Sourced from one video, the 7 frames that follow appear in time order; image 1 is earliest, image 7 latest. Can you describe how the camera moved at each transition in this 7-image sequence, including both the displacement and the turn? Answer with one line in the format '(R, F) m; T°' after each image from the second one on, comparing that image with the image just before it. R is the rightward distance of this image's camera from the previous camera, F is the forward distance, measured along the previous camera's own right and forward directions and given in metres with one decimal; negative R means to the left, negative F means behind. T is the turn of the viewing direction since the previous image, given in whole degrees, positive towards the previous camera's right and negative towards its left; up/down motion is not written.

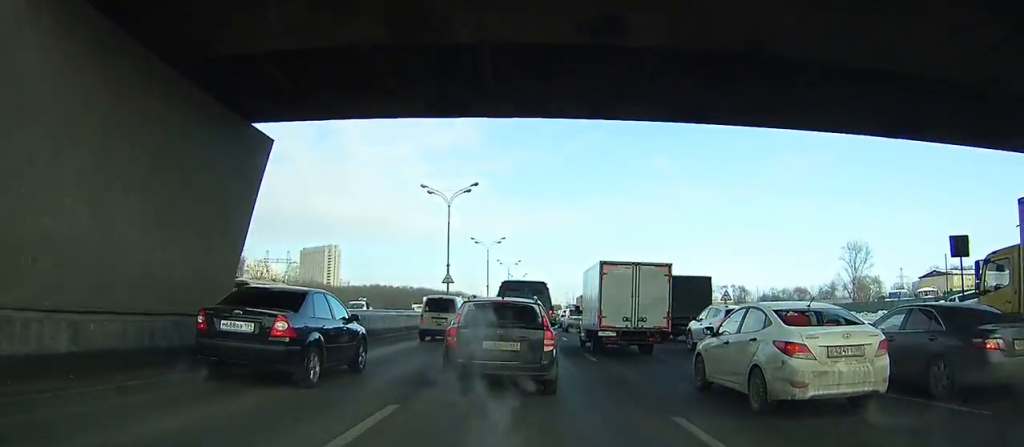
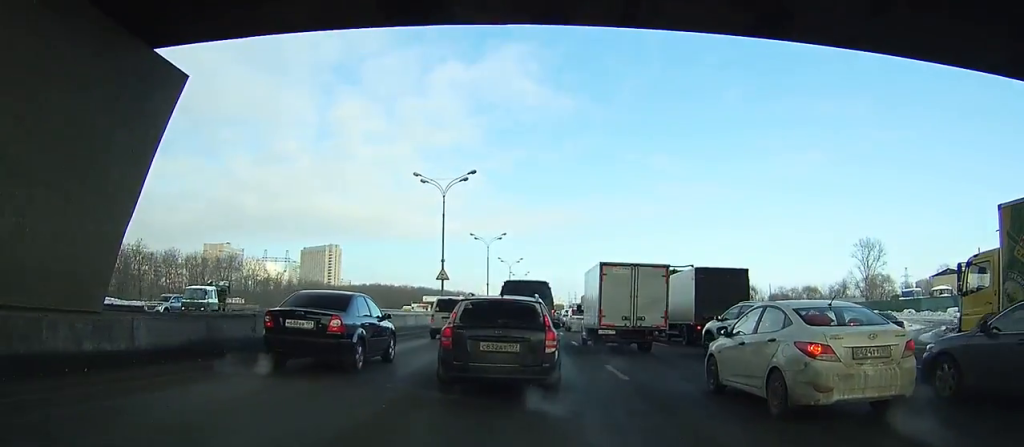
(-0.1, +3.7) m; -3°
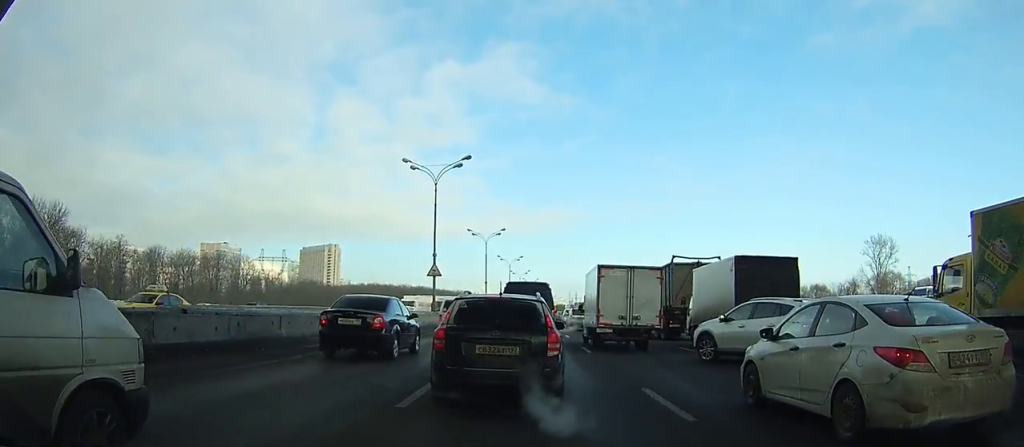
(-0.2, +4.0) m; -3°
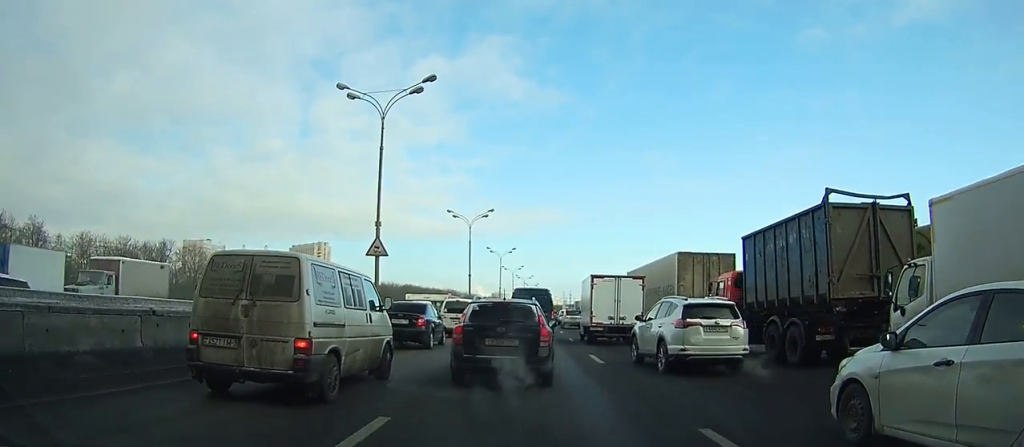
(+0.6, +15.3) m; +5°
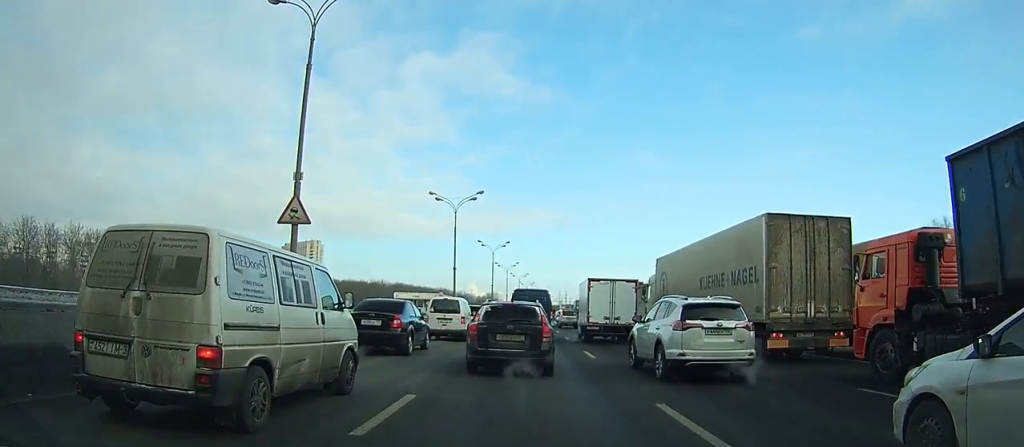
(0.0, +9.7) m; -1°
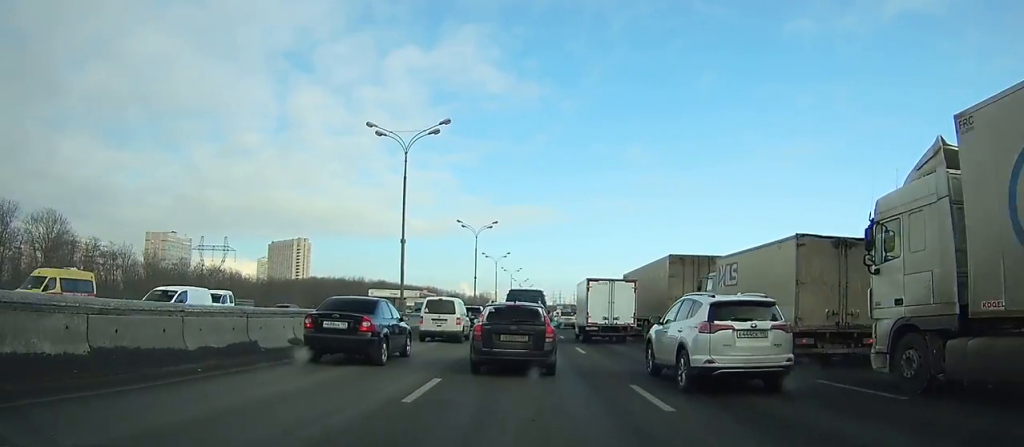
(+0.1, +19.8) m; +1°
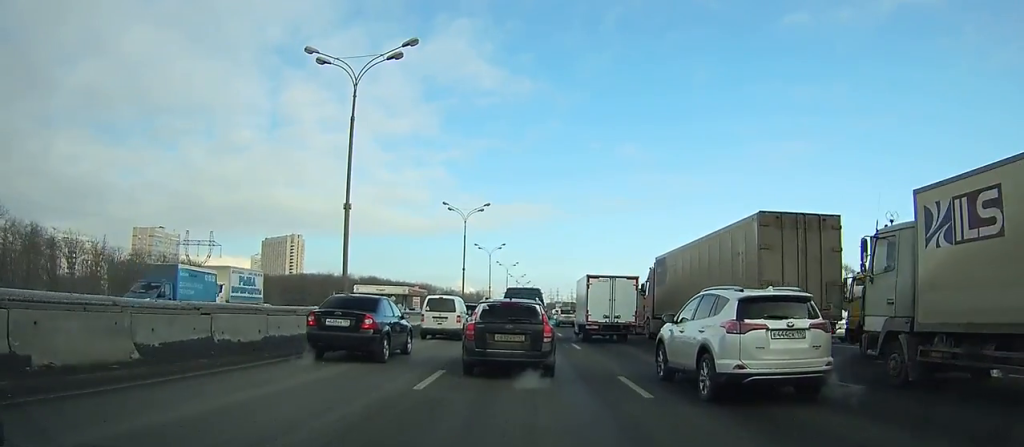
(0.0, +10.9) m; +1°
